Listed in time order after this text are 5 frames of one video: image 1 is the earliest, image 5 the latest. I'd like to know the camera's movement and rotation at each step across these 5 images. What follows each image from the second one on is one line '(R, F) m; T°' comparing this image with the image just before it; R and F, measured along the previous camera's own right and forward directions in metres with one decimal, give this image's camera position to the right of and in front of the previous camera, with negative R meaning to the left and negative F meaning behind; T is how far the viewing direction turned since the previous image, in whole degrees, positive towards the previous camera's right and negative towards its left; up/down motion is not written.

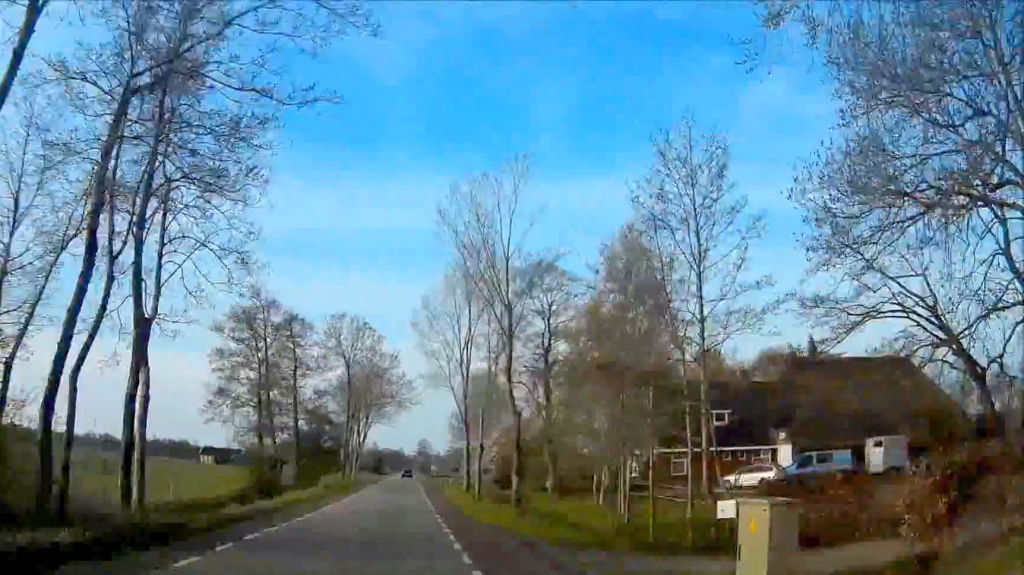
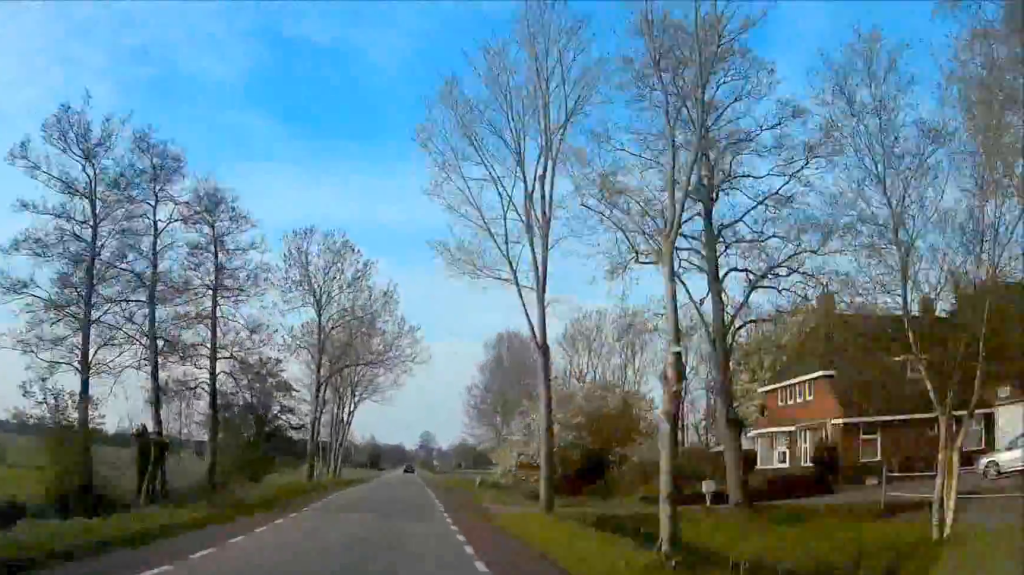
(-0.1, +25.5) m; 0°
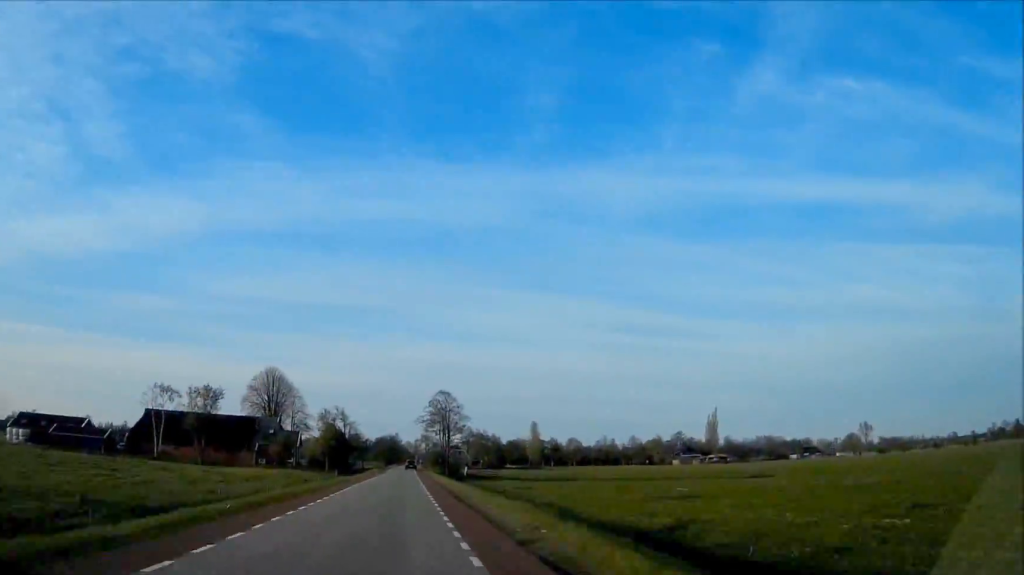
(+0.5, +113.5) m; 0°
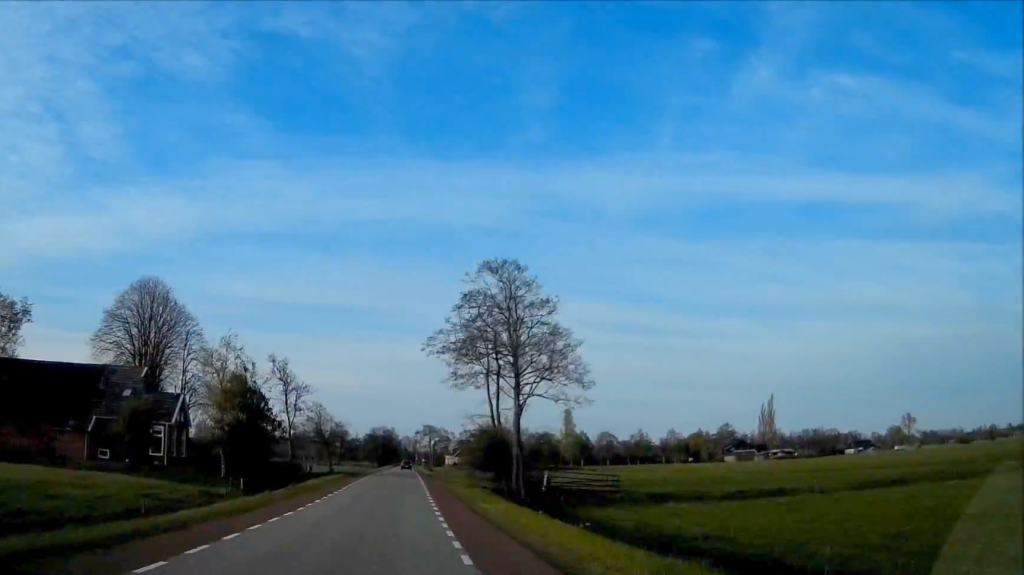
(-0.5, +65.9) m; -1°
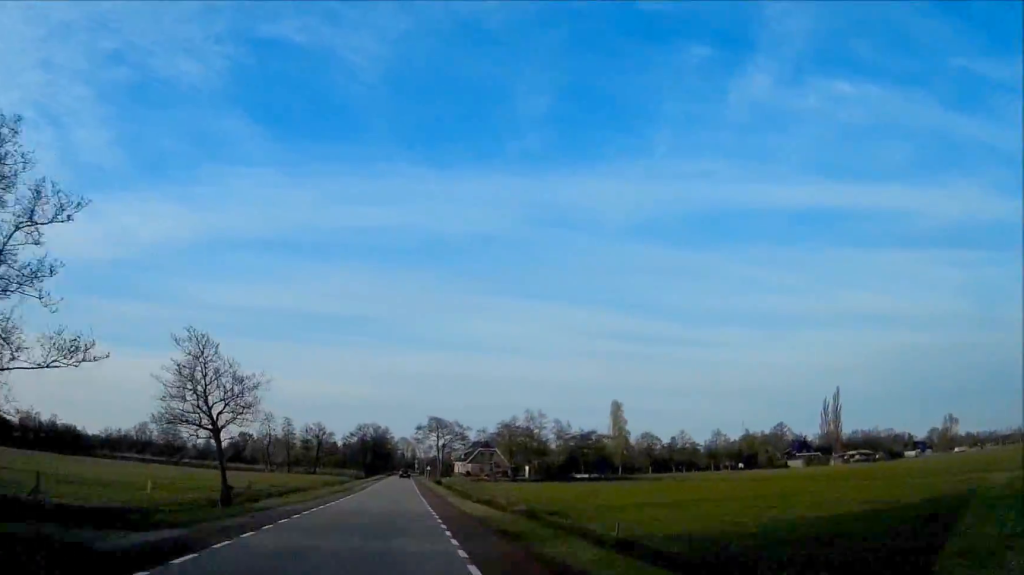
(-0.4, +57.7) m; 0°
